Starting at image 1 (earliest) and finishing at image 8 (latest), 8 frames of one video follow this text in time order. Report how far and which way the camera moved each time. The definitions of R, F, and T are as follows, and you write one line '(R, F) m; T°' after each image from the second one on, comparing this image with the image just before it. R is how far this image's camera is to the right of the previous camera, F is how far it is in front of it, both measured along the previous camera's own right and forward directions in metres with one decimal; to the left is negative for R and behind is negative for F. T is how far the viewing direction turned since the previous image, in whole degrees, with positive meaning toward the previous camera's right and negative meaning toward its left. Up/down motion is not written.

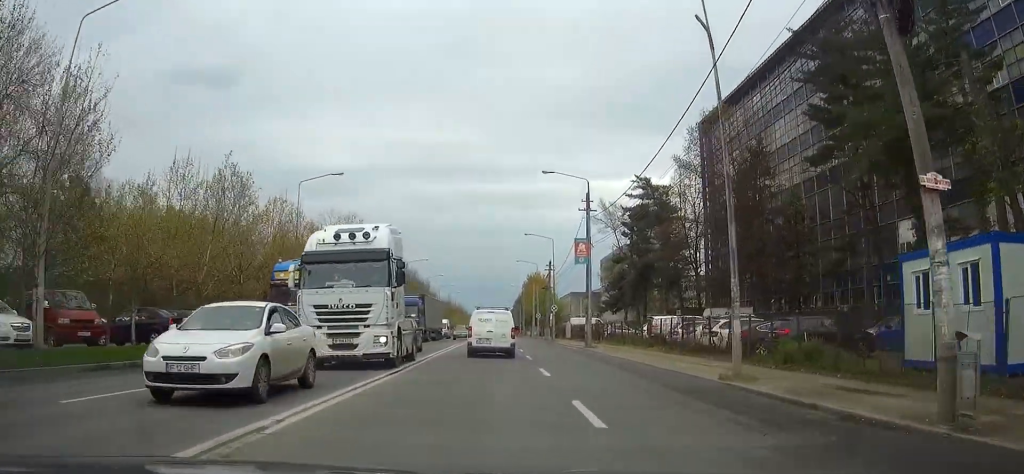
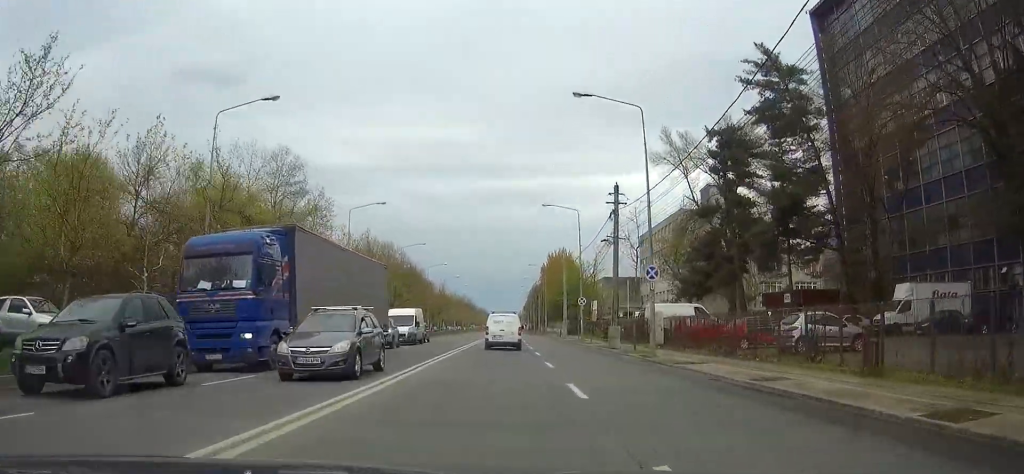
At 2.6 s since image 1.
(-0.2, +40.9) m; -1°
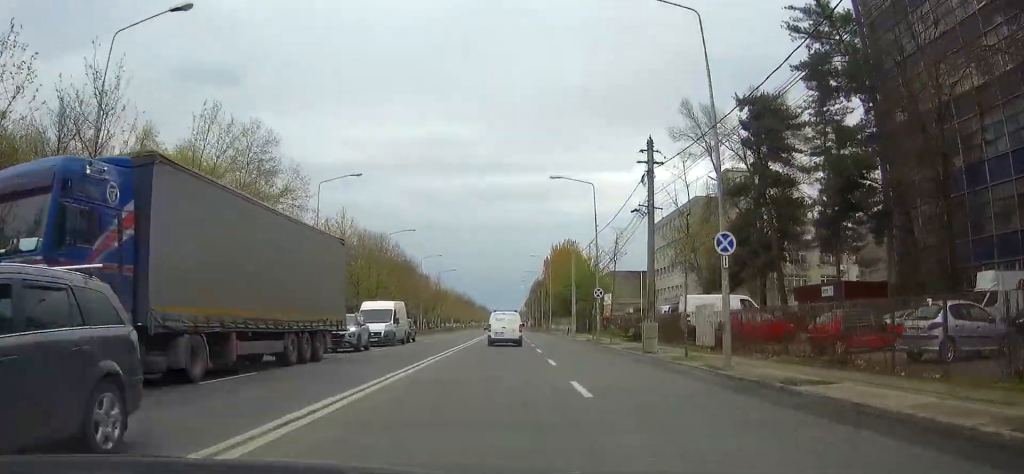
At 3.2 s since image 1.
(0.0, +9.2) m; 0°
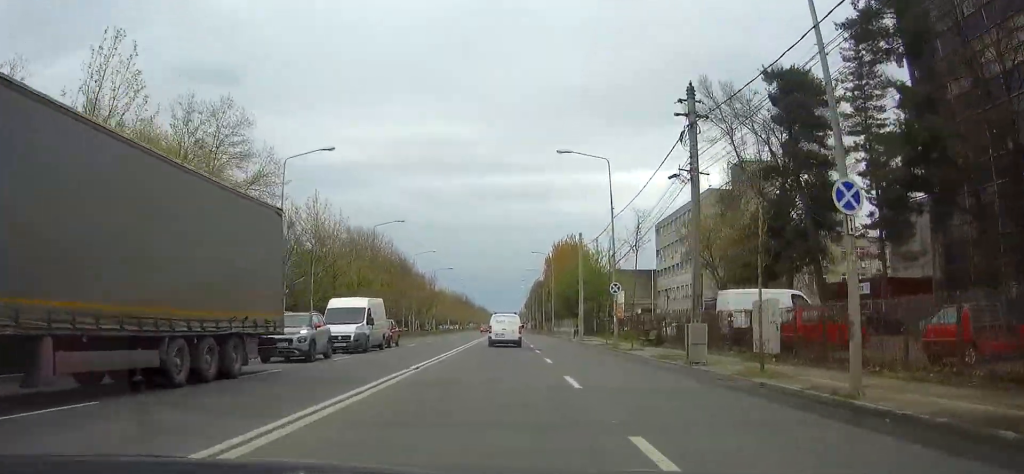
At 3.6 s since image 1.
(0.0, +7.0) m; 0°
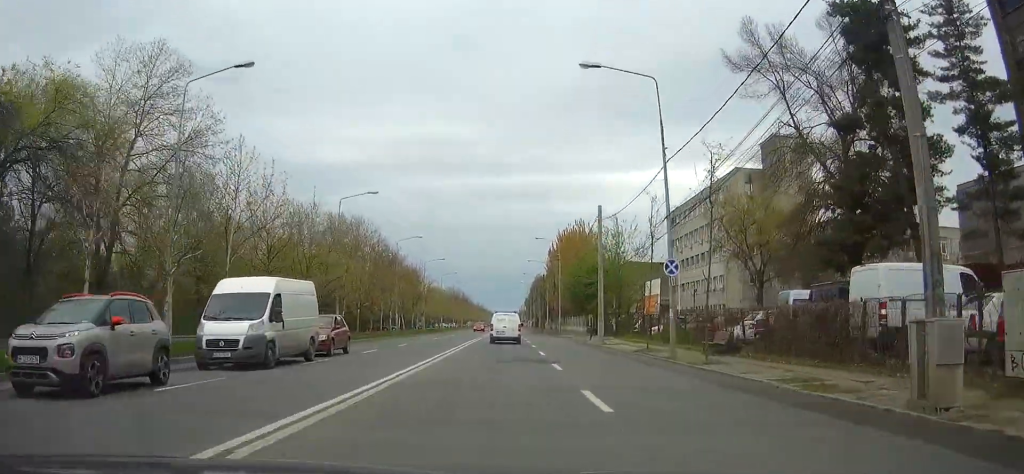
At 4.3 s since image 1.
(-0.1, +12.6) m; 0°
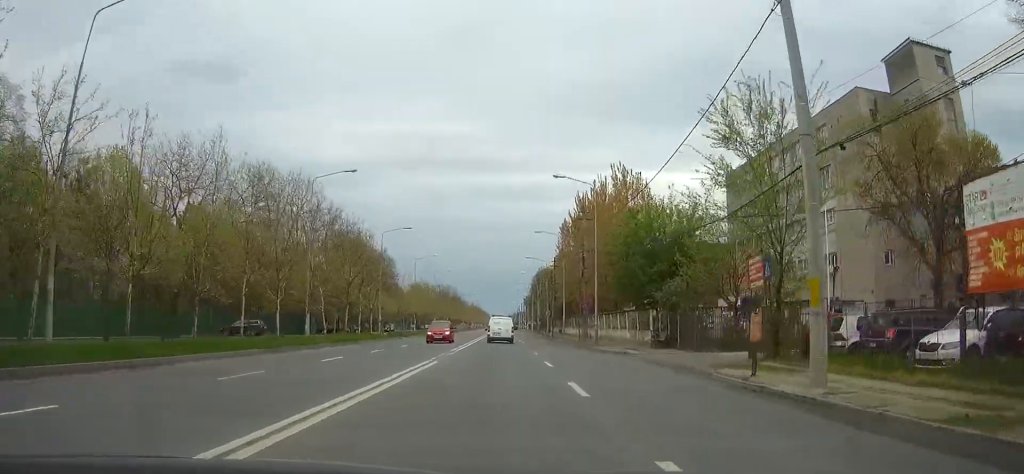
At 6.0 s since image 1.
(+0.2, +32.6) m; 0°
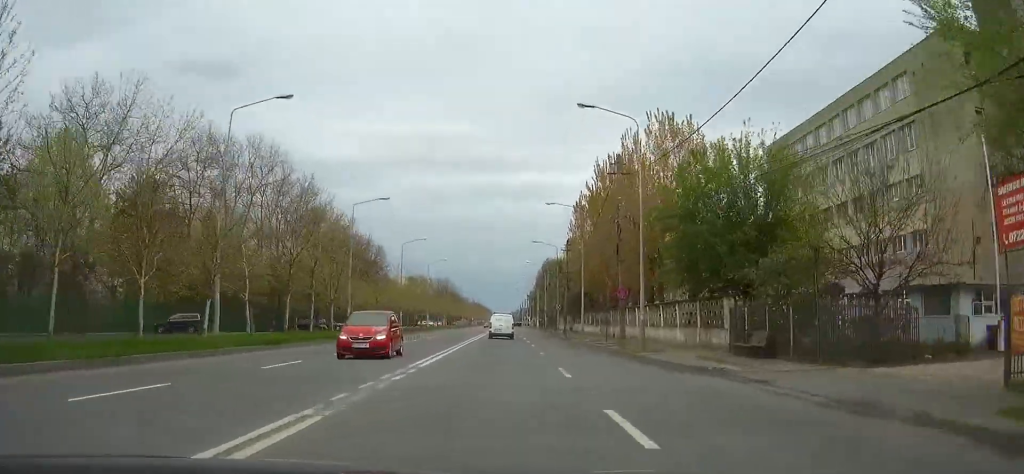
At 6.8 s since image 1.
(-0.1, +13.8) m; 0°
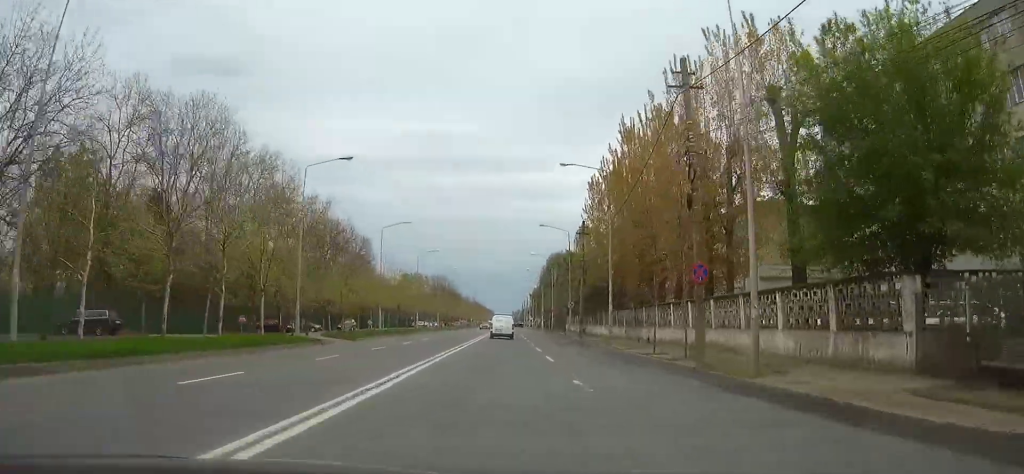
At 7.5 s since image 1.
(0.0, +13.4) m; 0°
